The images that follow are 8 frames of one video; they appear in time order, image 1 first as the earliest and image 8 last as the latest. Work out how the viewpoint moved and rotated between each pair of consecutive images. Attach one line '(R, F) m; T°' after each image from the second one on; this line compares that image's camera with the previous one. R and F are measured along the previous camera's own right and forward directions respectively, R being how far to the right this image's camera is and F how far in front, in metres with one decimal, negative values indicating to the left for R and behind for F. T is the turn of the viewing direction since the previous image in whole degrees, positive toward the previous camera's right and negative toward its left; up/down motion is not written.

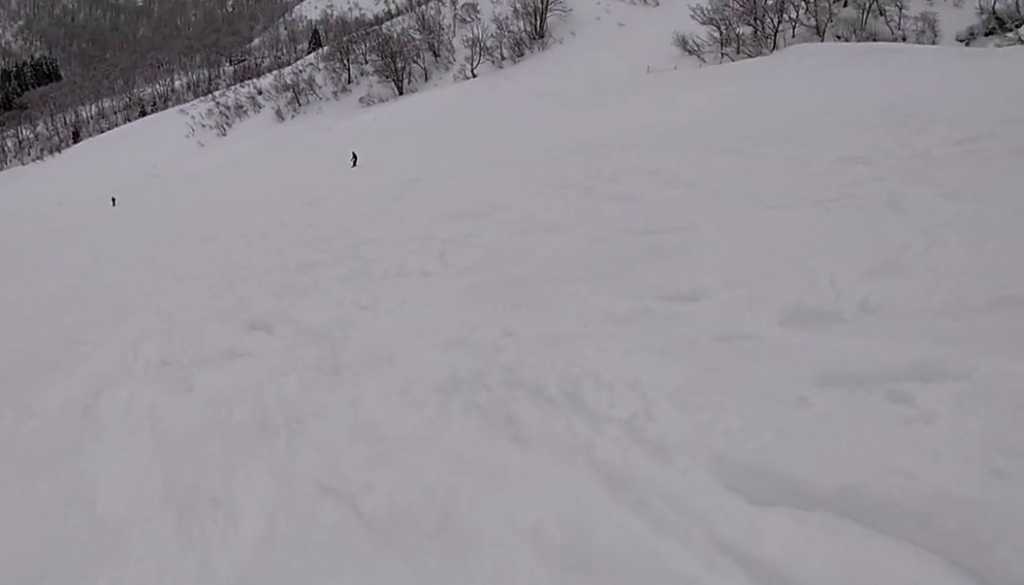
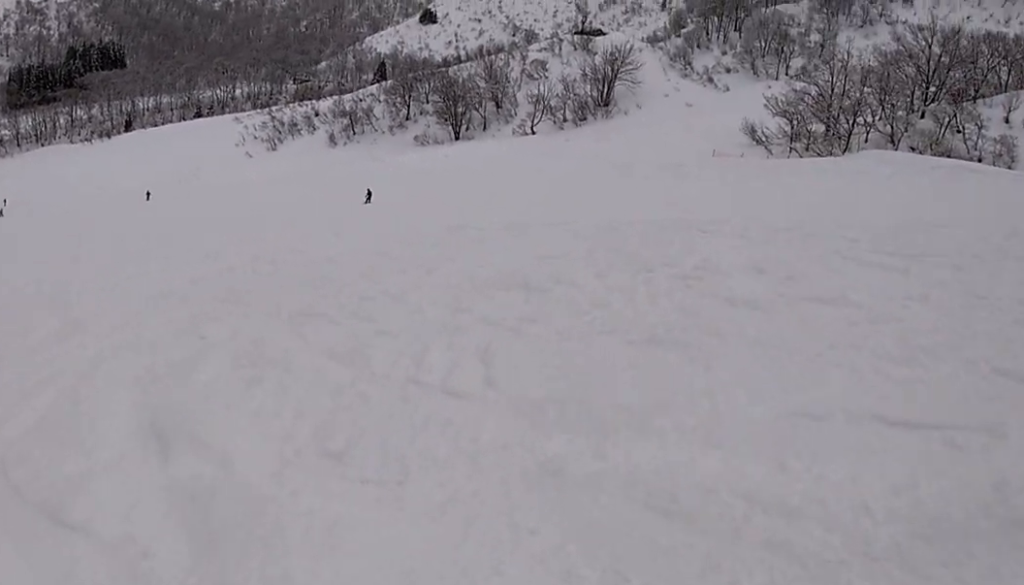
(+0.1, +4.4) m; -25°
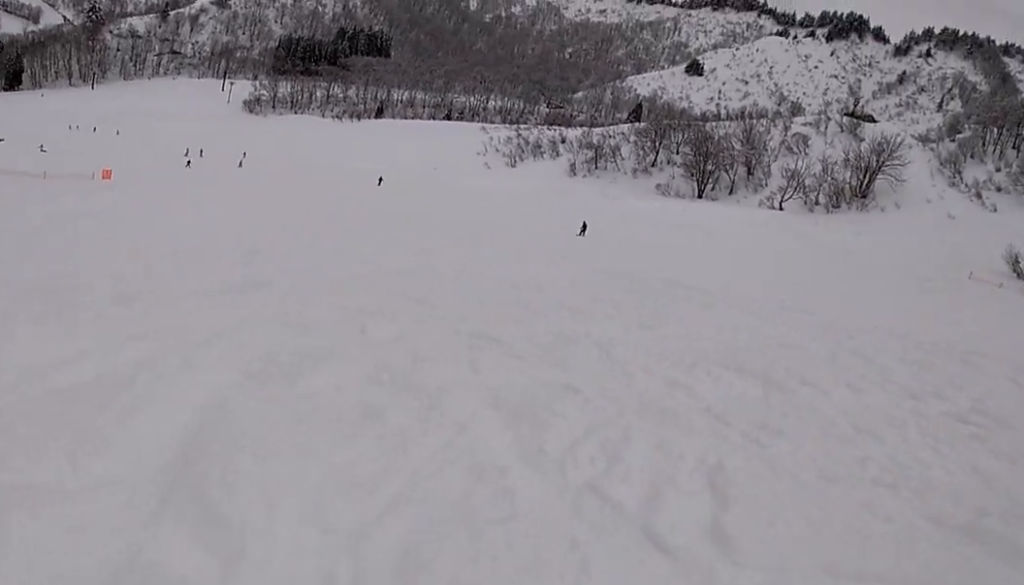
(-1.0, +2.3) m; -23°
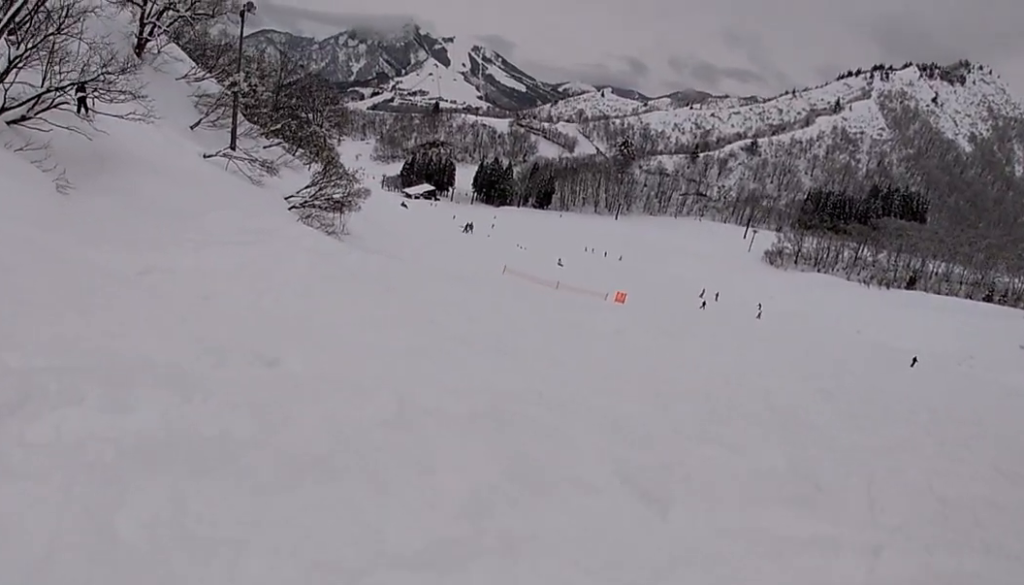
(-2.0, +5.7) m; -10°
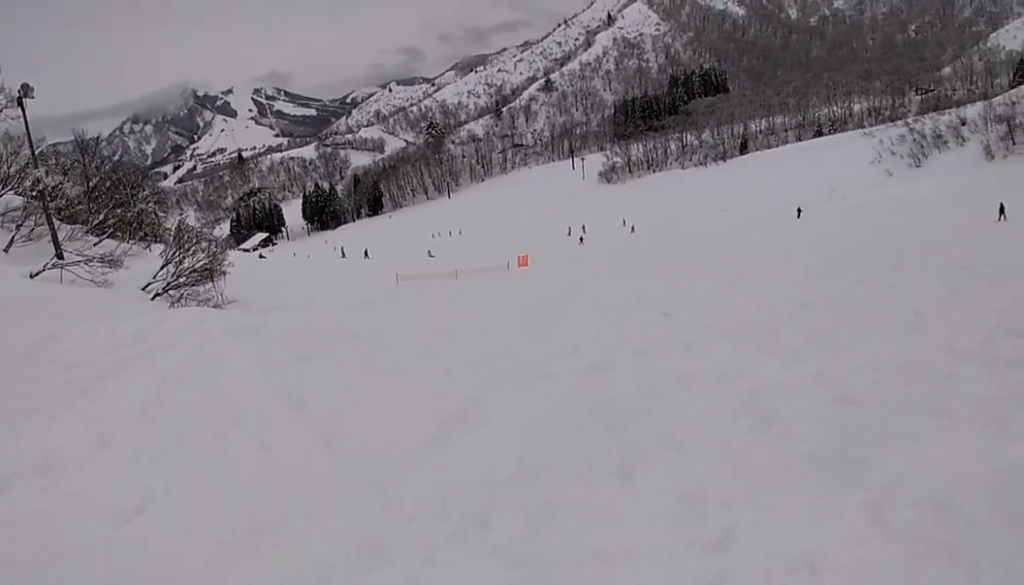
(+1.5, +5.3) m; +42°
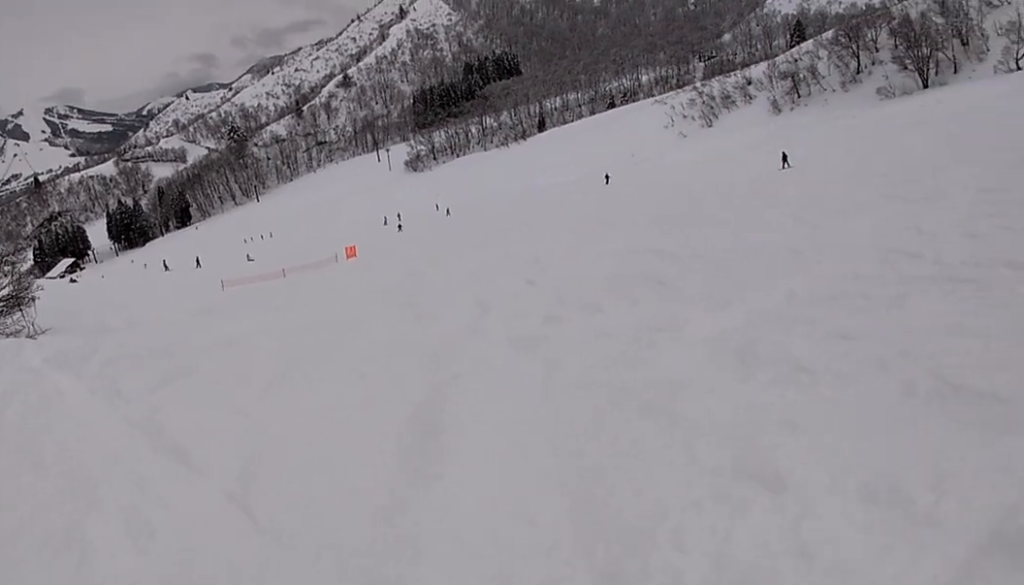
(+0.7, +2.2) m; +7°
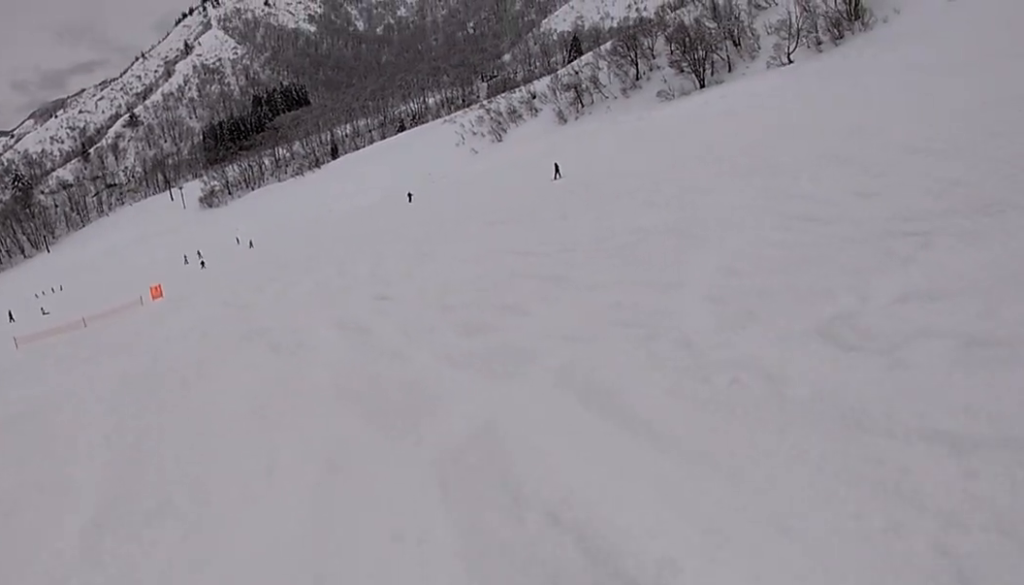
(+0.6, +3.2) m; +9°
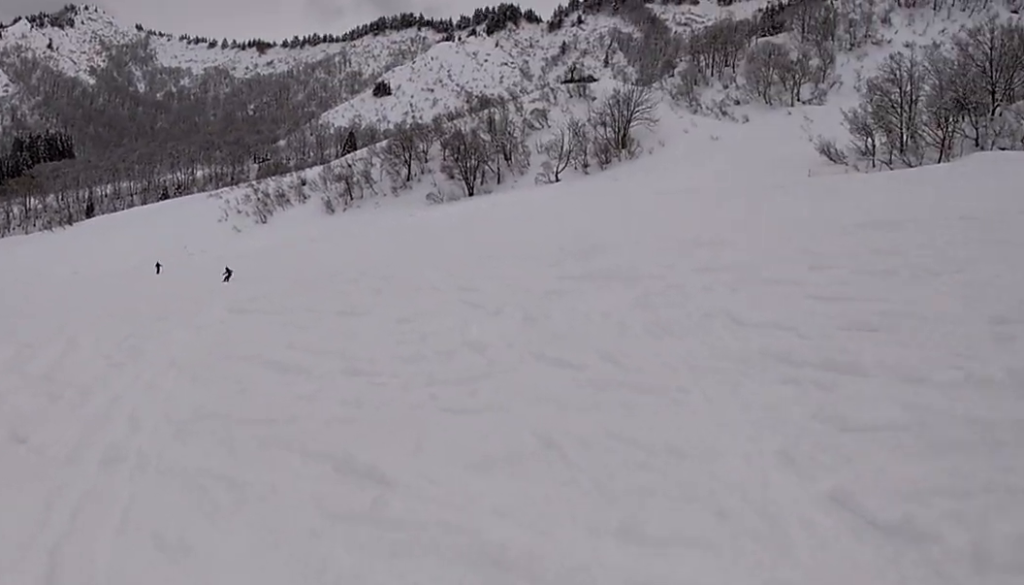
(-1.2, +7.1) m; -31°
